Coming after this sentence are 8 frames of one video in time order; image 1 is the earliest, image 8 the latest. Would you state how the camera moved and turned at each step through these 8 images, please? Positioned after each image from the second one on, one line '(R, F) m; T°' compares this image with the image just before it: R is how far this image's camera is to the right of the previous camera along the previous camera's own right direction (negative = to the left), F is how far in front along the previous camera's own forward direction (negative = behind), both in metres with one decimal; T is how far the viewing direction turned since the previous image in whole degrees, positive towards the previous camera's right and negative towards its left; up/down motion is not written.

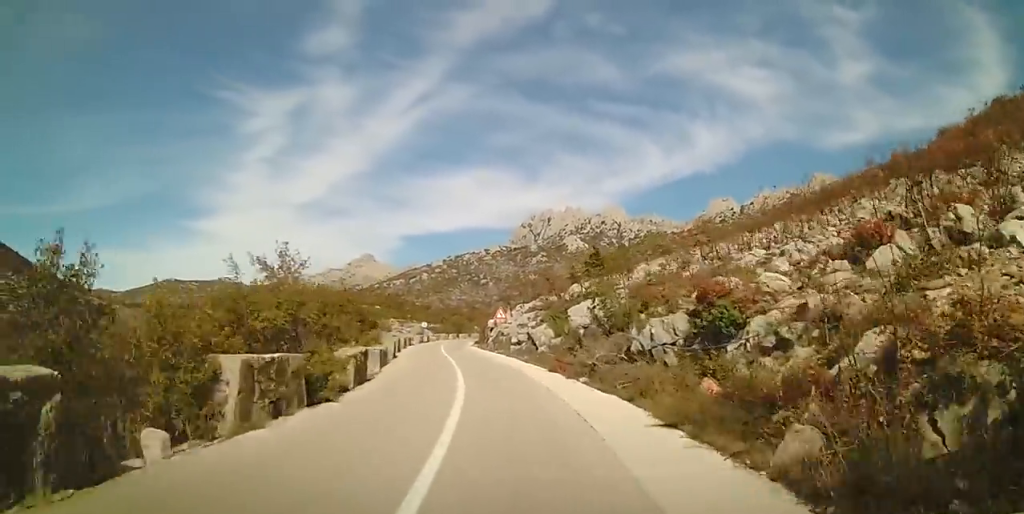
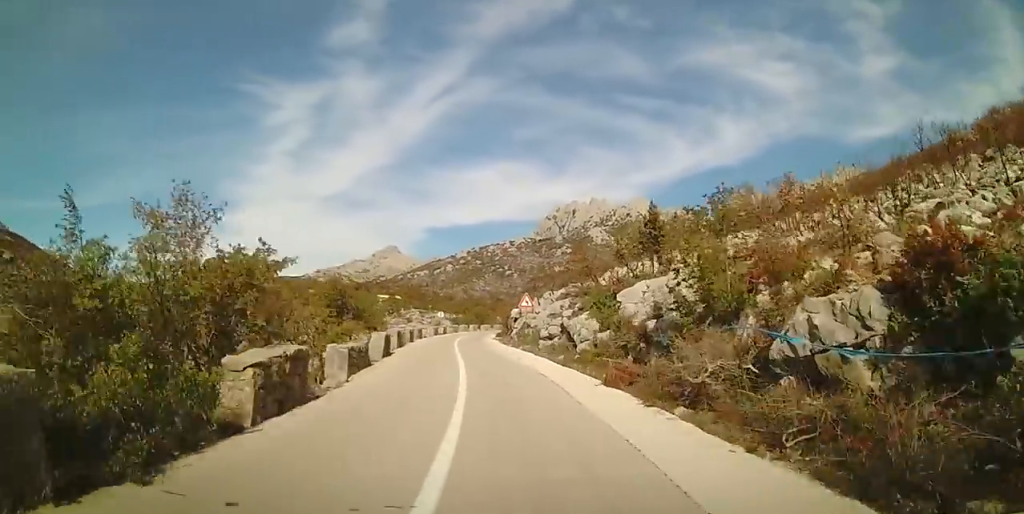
(-0.2, +6.4) m; -2°
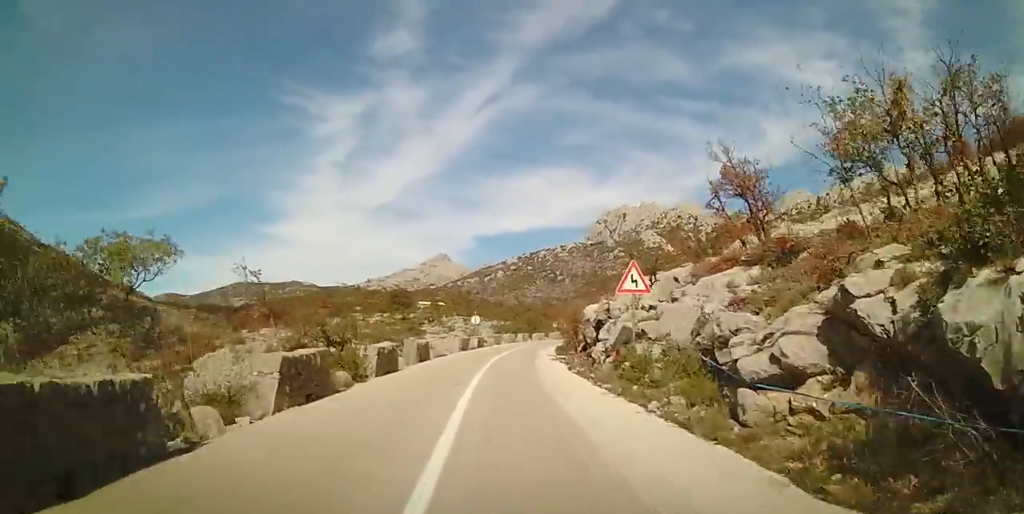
(-0.9, +16.8) m; -3°
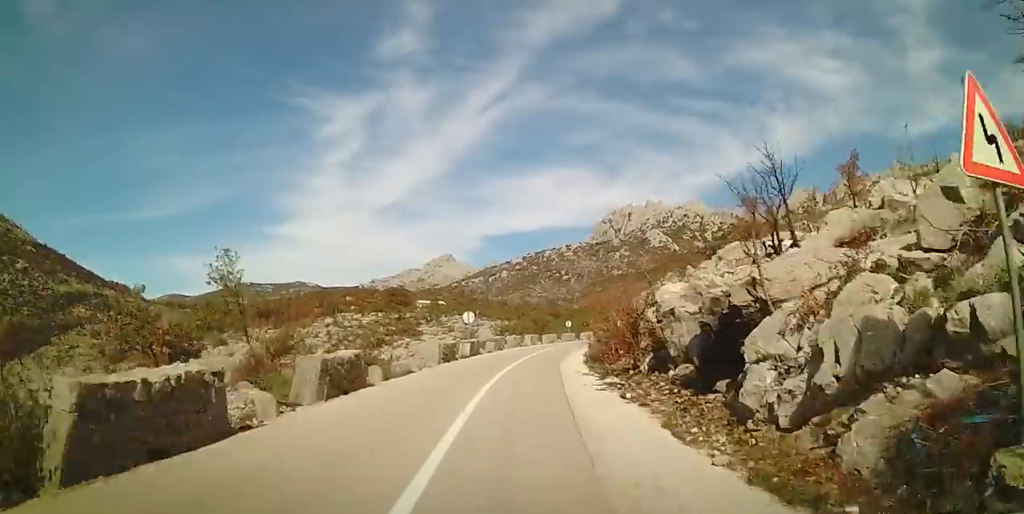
(+0.2, +10.6) m; -1°
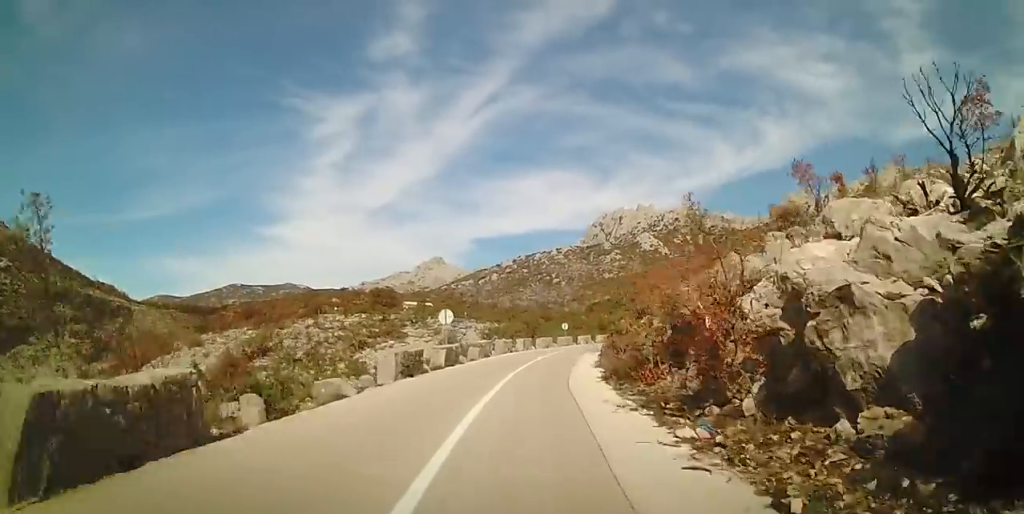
(0.0, +6.2) m; 0°
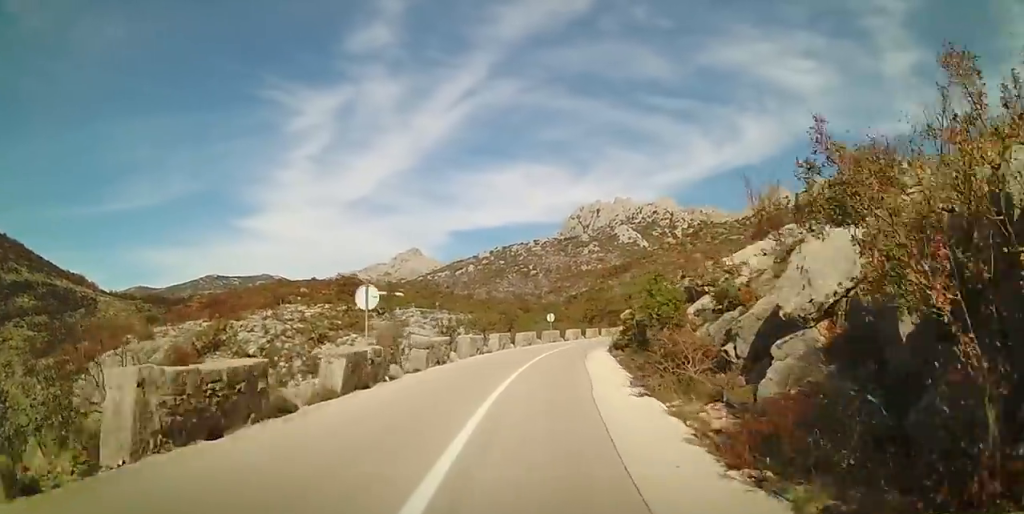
(-0.5, +9.8) m; +1°
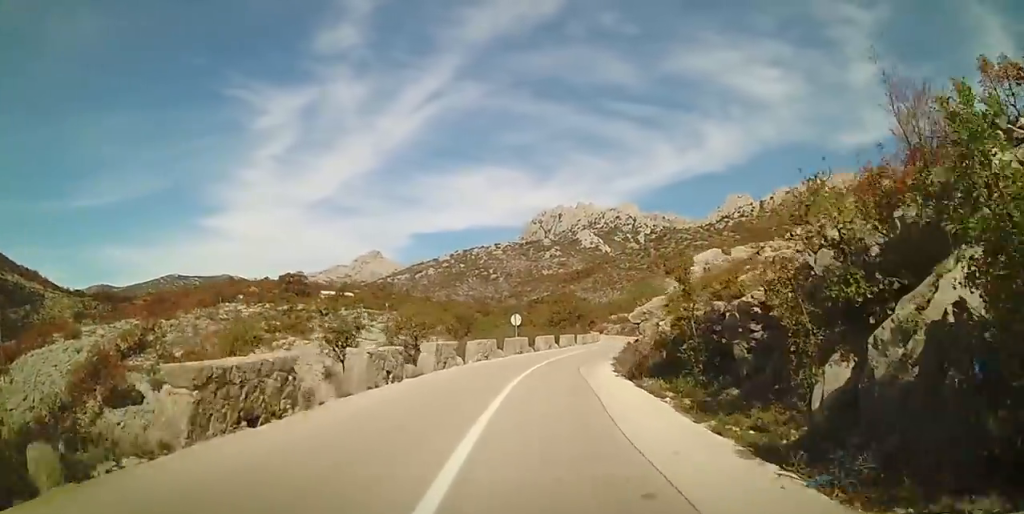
(+0.6, +10.7) m; +5°
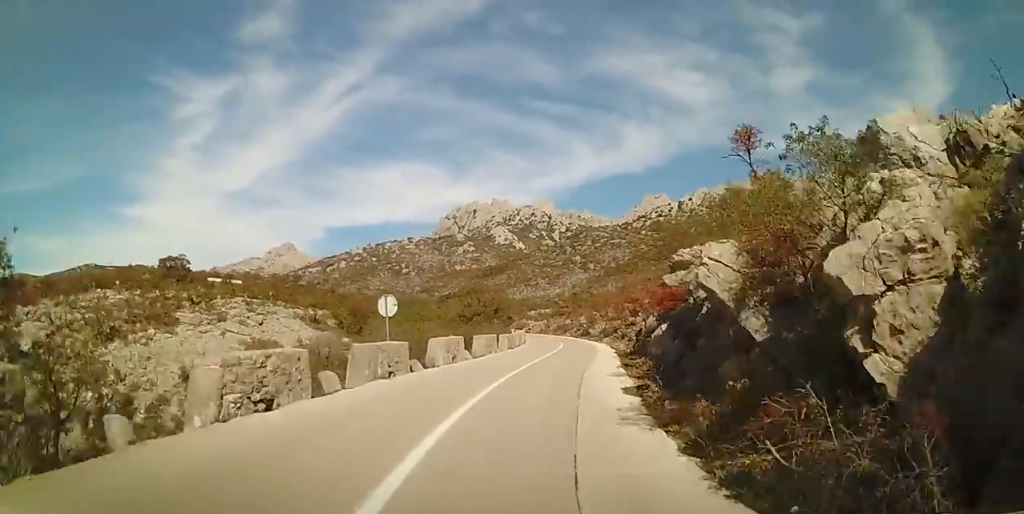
(+1.0, +15.3) m; +9°
